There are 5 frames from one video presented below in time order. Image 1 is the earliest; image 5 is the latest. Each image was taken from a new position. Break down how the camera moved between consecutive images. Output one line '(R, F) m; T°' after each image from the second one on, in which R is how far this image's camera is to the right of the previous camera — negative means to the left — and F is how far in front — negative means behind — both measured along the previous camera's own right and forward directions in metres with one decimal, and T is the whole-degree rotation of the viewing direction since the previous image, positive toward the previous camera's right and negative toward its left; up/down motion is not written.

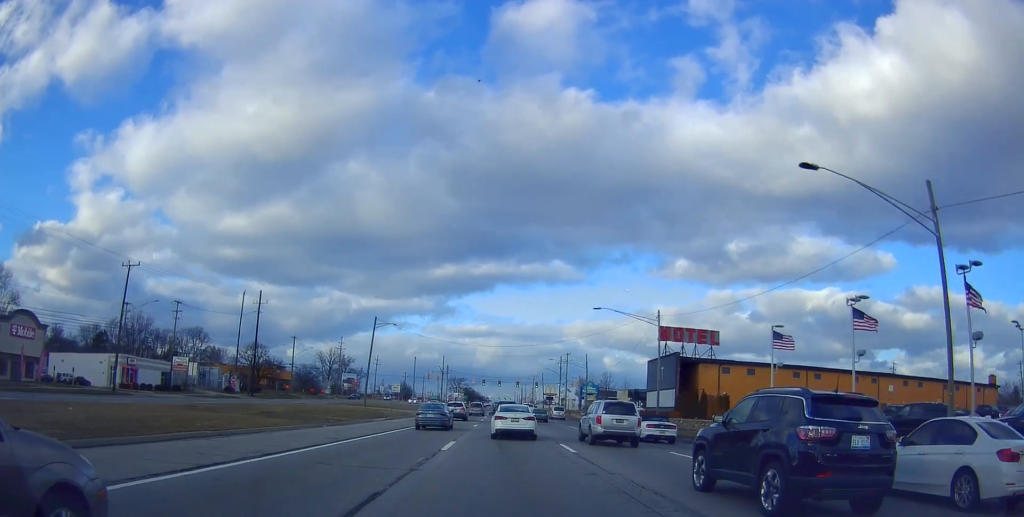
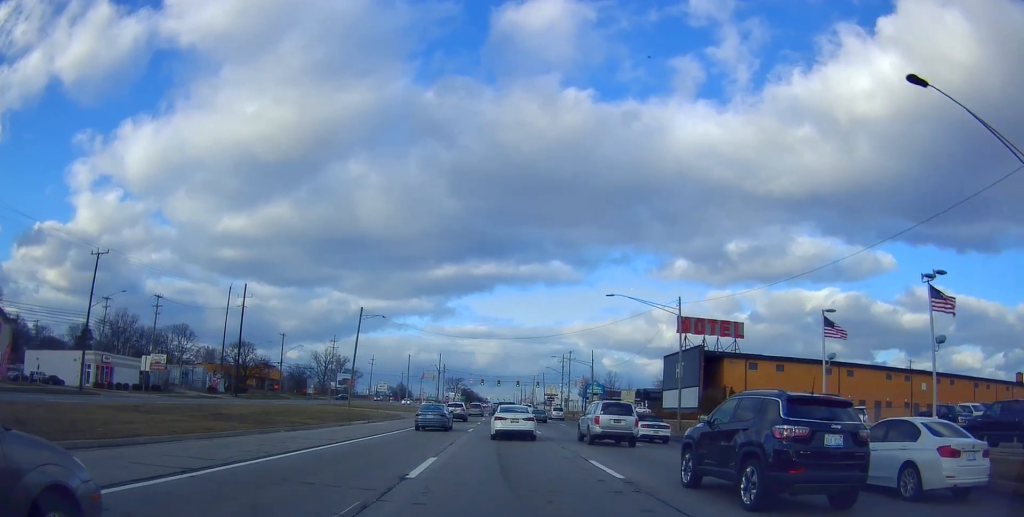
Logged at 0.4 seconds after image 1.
(-0.3, +6.9) m; 0°
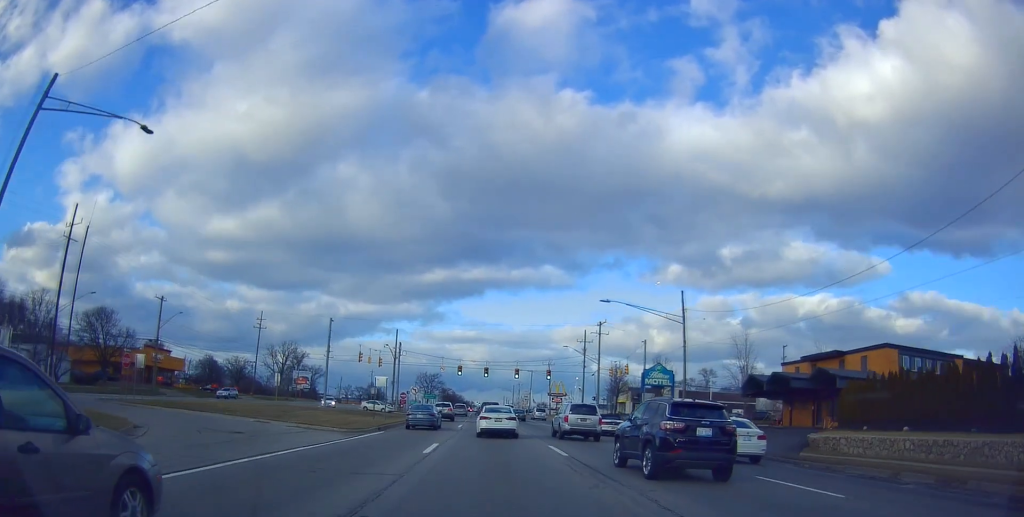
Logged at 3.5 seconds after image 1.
(+2.2, +48.3) m; +3°
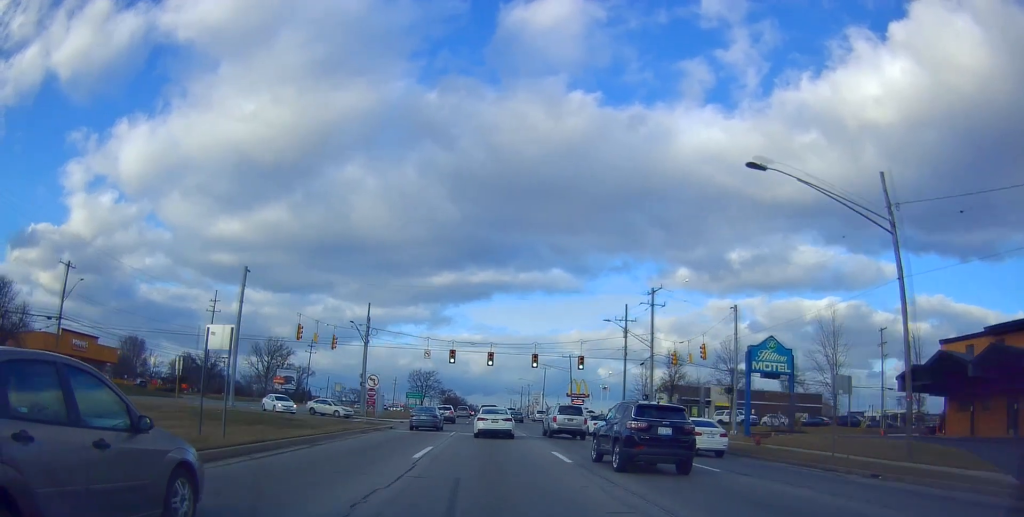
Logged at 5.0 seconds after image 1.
(0.0, +24.7) m; -1°
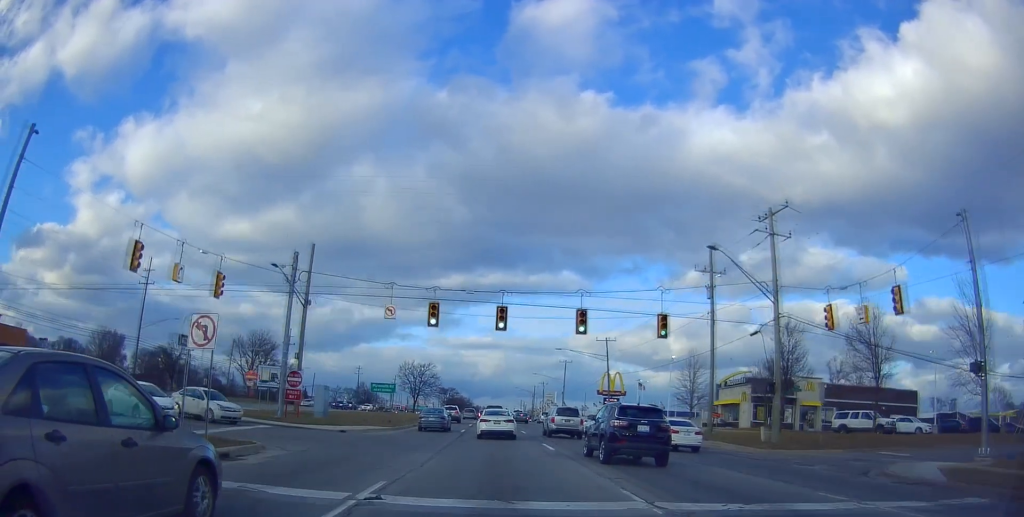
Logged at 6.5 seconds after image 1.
(-0.5, +24.3) m; -1°
